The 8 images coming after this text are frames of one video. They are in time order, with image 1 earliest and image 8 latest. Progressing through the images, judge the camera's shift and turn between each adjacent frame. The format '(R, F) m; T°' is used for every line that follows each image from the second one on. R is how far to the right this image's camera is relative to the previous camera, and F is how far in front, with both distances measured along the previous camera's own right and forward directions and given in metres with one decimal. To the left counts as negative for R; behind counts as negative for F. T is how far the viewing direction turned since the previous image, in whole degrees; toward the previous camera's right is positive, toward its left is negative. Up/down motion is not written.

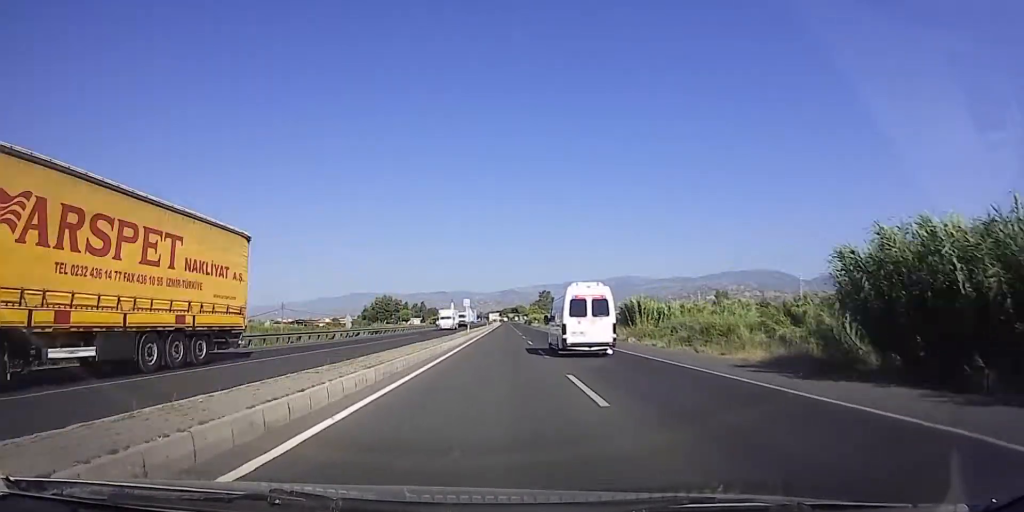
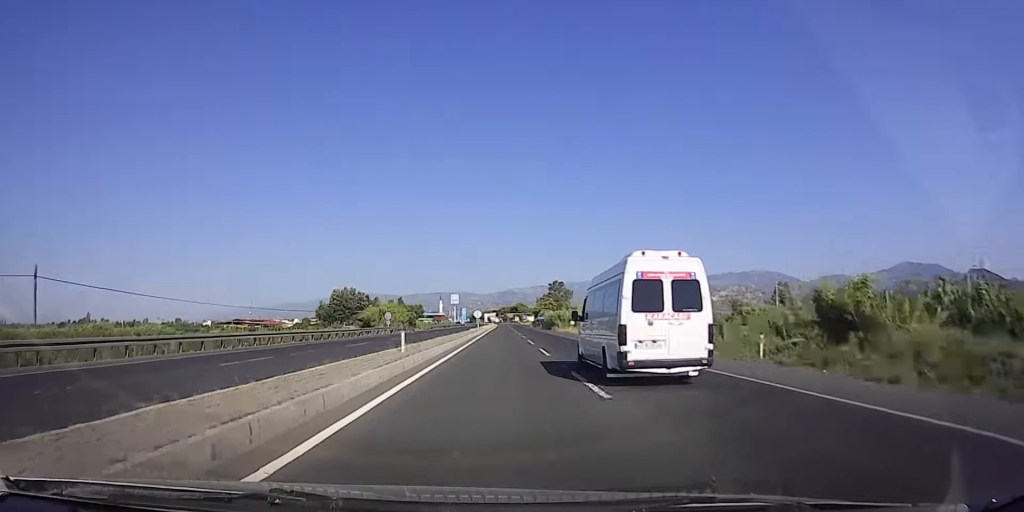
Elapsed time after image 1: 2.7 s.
(+3.1, +79.3) m; +3°
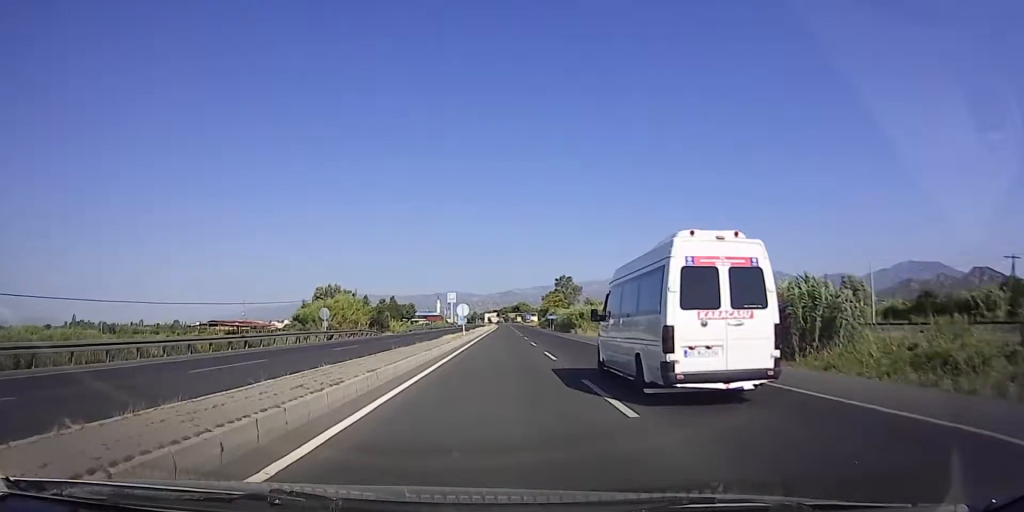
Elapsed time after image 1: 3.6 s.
(-0.2, +25.0) m; -1°
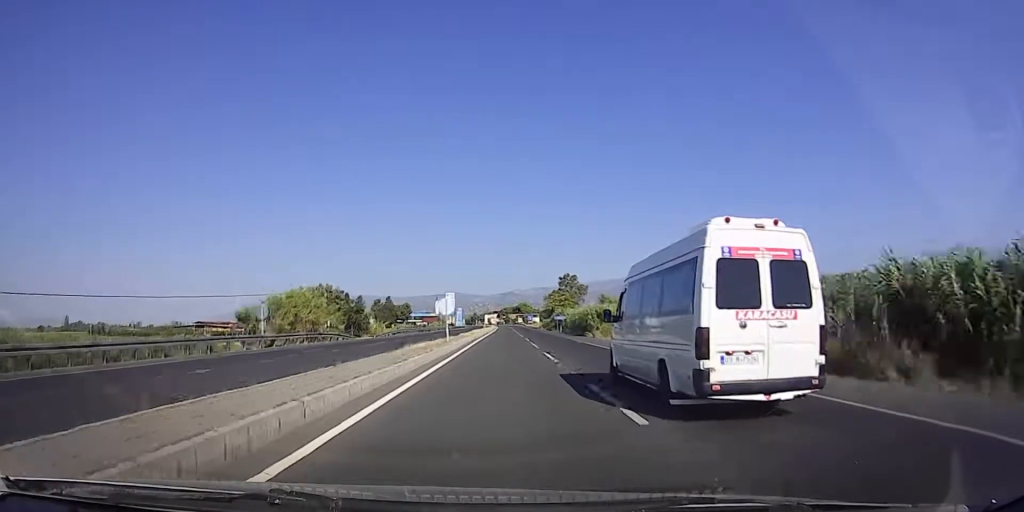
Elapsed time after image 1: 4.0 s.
(0.0, +12.1) m; 0°
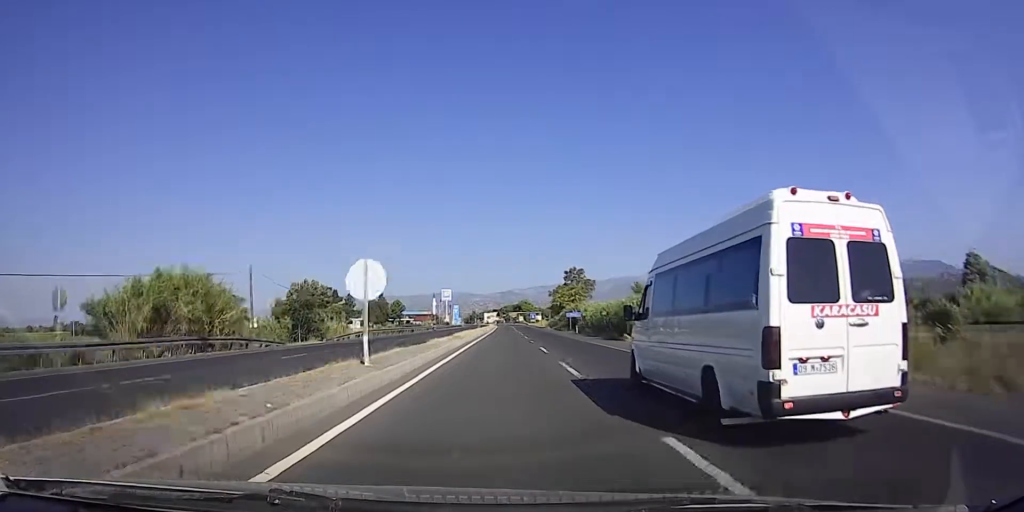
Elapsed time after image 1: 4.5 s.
(0.0, +17.3) m; 0°
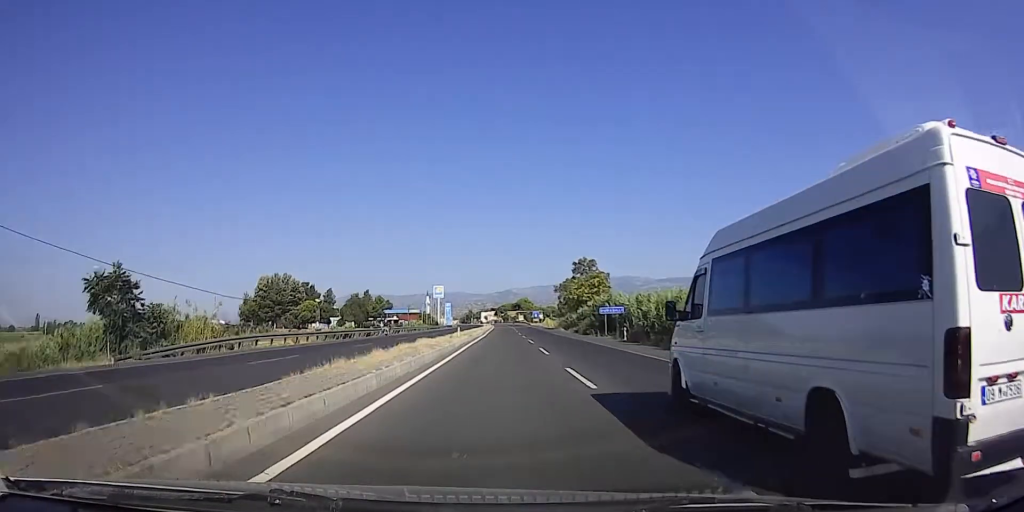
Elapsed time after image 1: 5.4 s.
(0.0, +25.7) m; 0°
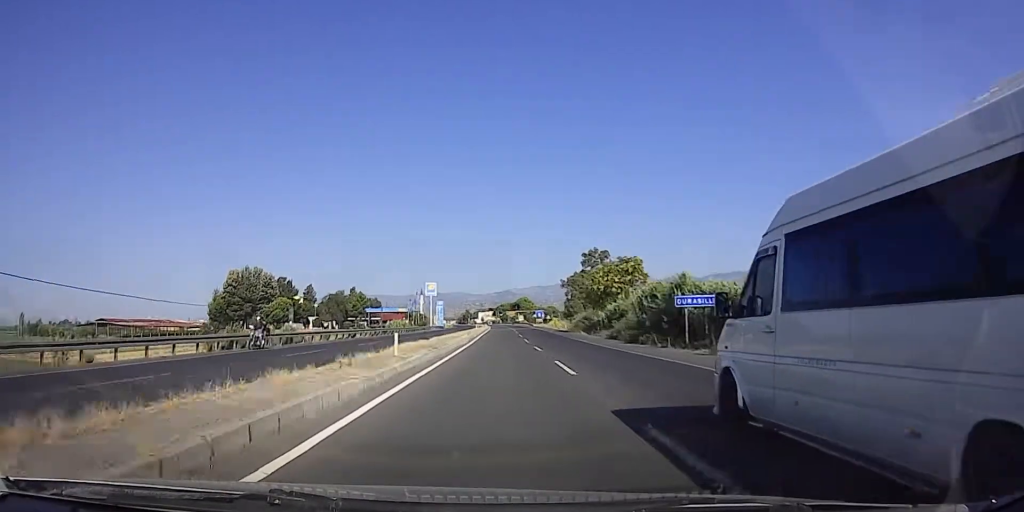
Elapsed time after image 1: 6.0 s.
(0.0, +20.7) m; 0°
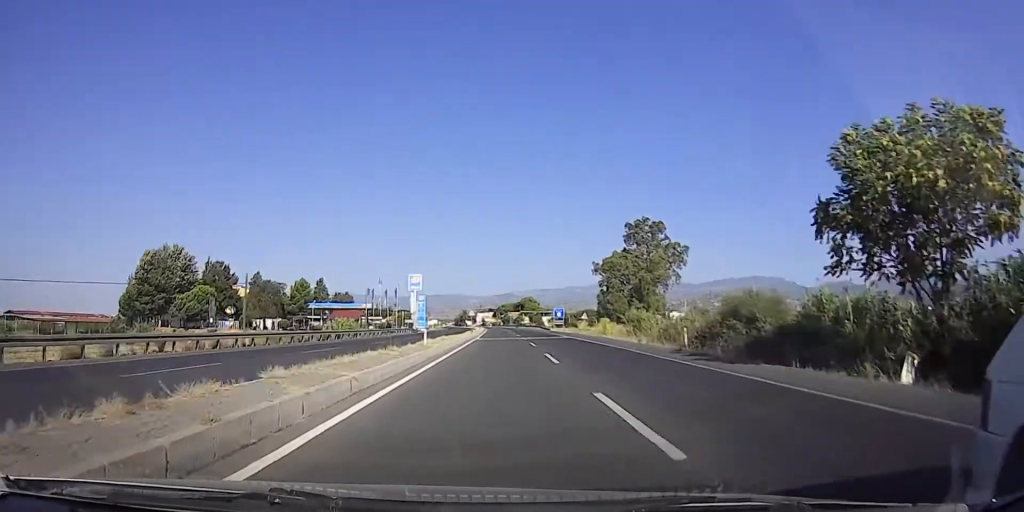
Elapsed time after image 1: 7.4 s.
(0.0, +43.8) m; 0°
